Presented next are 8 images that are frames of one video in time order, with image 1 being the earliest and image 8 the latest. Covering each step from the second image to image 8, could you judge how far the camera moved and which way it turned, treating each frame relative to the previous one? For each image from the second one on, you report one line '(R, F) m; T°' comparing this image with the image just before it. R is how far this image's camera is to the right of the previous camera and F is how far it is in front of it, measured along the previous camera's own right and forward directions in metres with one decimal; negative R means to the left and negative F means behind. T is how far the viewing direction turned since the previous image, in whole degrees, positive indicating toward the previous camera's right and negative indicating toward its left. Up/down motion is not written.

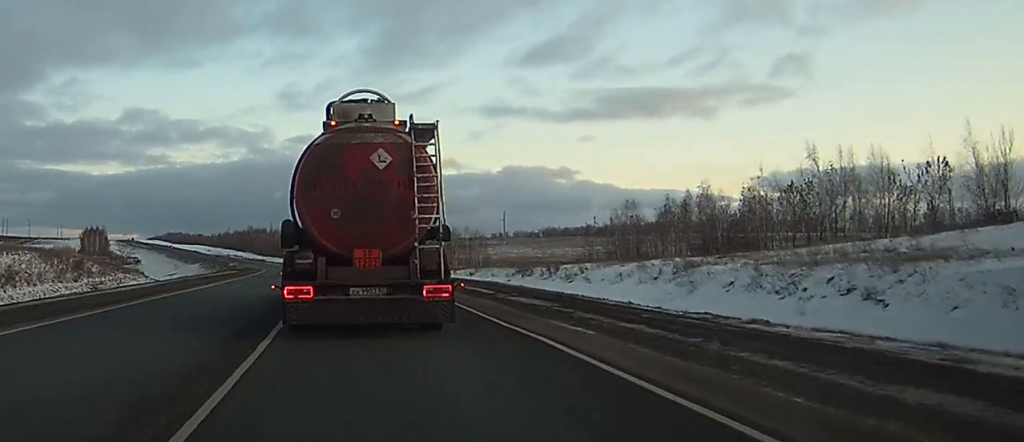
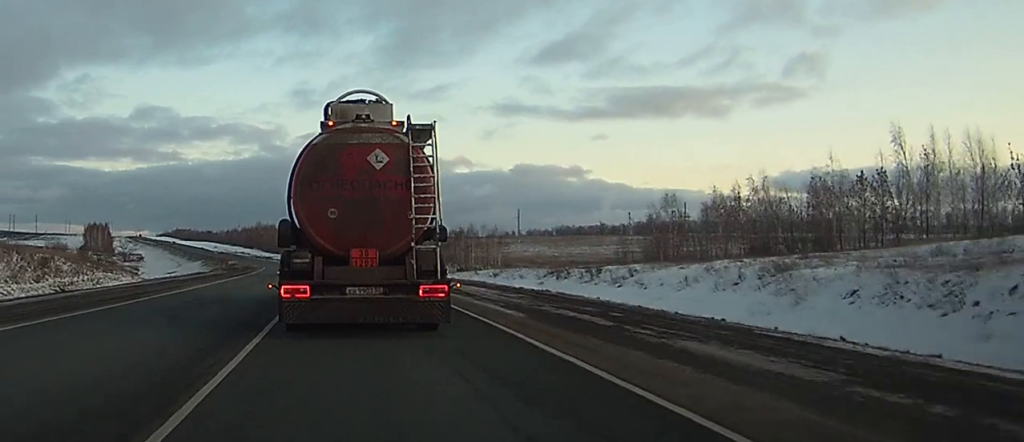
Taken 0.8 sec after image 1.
(-0.1, +12.4) m; -1°
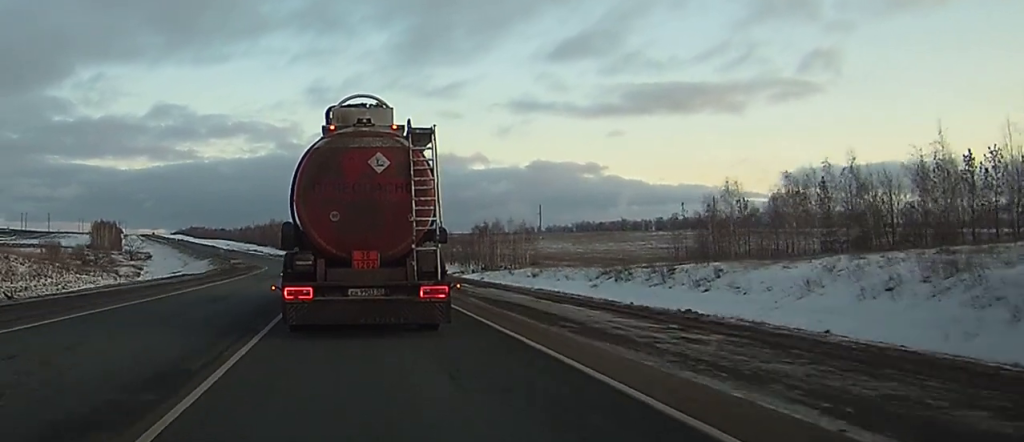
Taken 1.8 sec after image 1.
(-0.1, +14.6) m; -1°
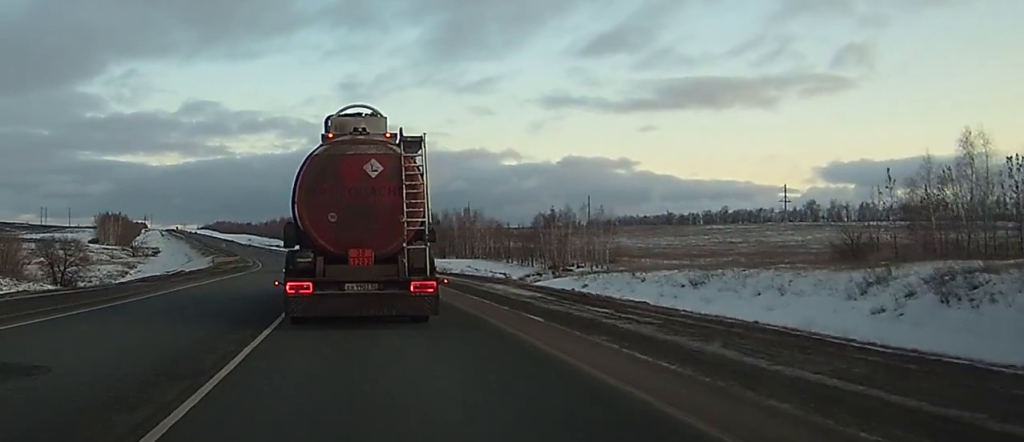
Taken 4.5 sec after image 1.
(-0.1, +38.4) m; -1°
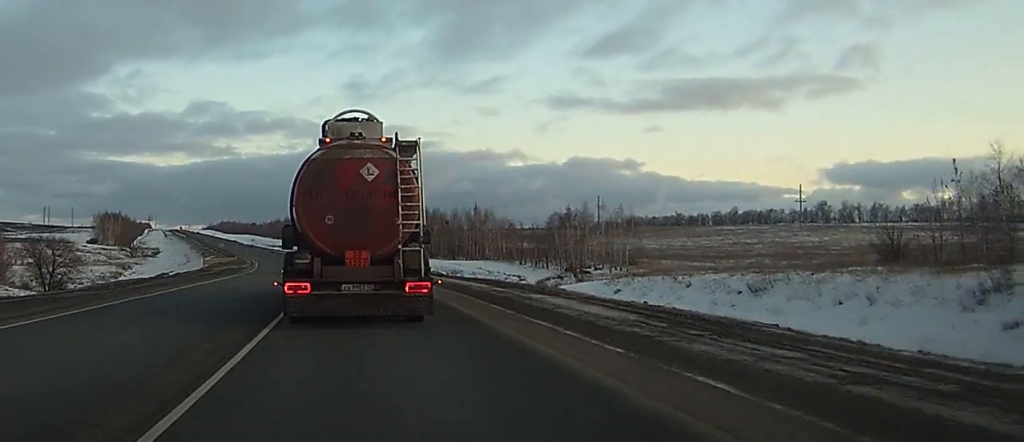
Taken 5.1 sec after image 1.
(0.0, +8.2) m; -1°
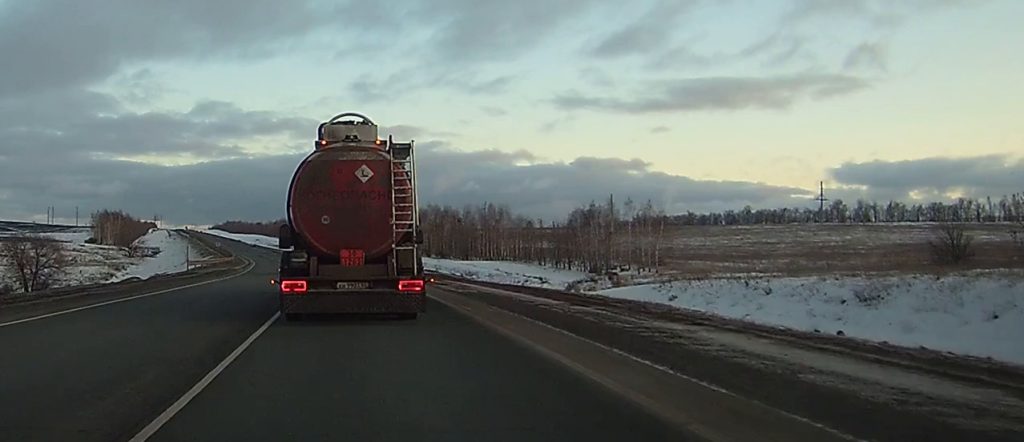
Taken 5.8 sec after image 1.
(-0.1, +10.6) m; -1°
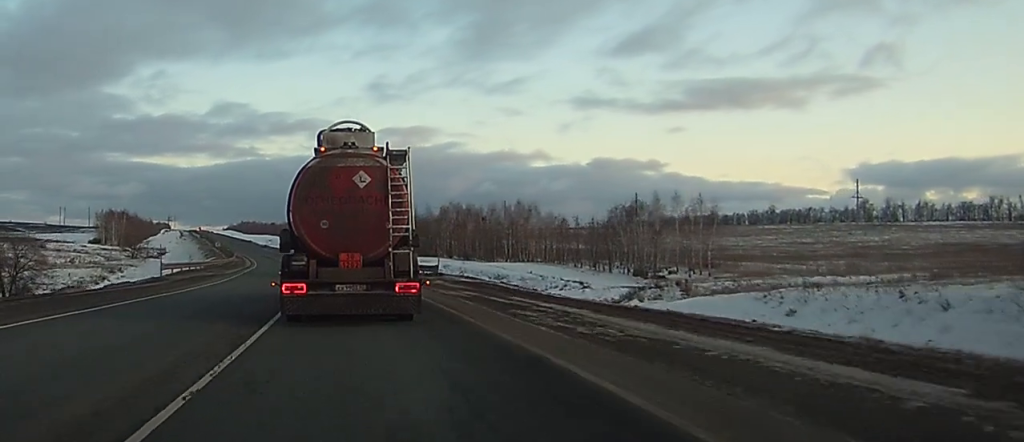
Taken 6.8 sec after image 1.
(-0.1, +14.2) m; -1°
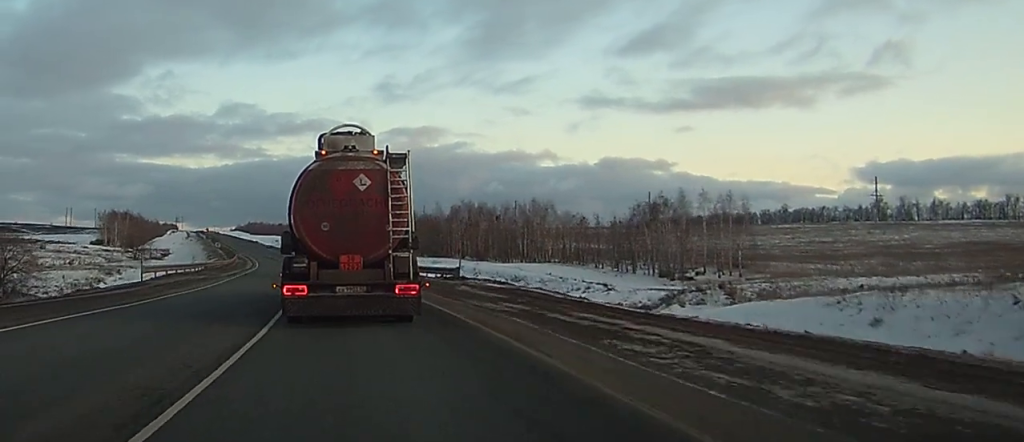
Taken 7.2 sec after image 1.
(0.0, +6.9) m; 0°
